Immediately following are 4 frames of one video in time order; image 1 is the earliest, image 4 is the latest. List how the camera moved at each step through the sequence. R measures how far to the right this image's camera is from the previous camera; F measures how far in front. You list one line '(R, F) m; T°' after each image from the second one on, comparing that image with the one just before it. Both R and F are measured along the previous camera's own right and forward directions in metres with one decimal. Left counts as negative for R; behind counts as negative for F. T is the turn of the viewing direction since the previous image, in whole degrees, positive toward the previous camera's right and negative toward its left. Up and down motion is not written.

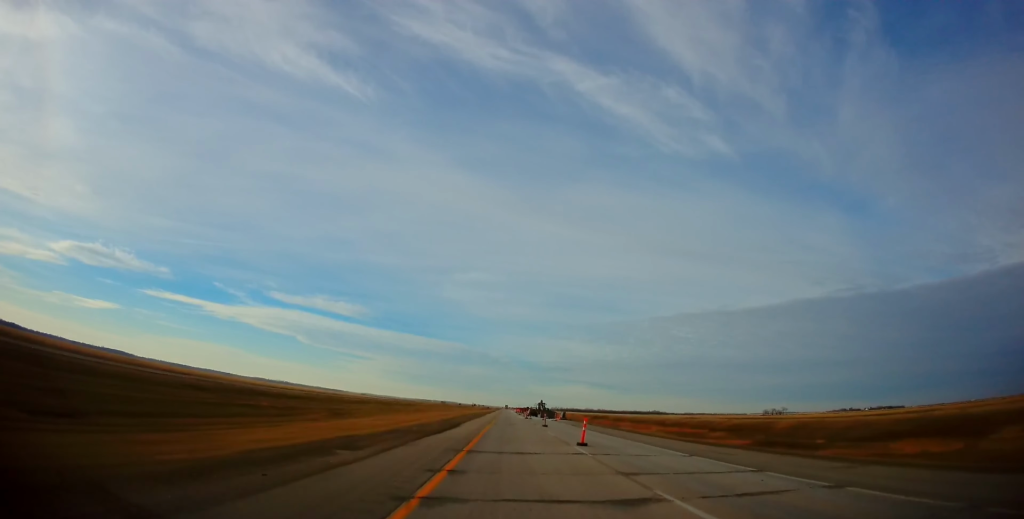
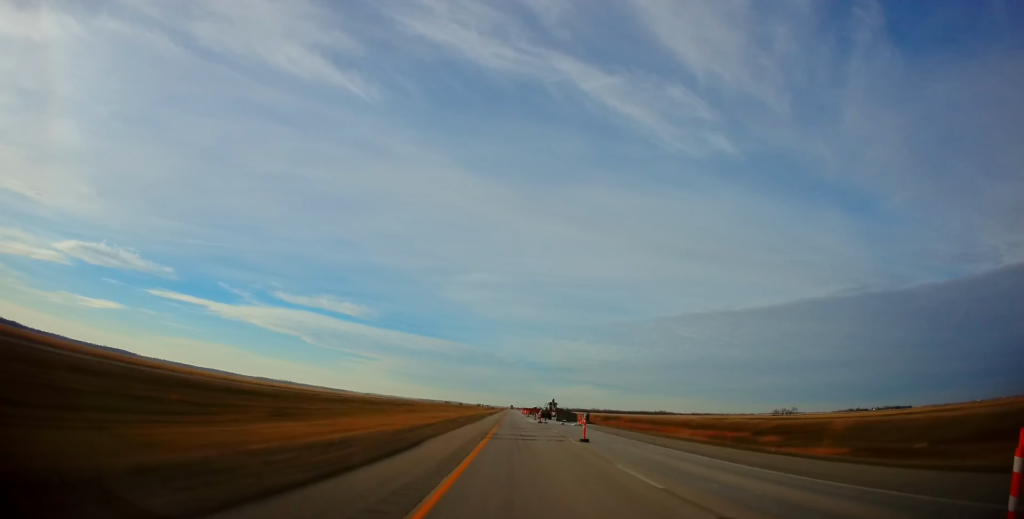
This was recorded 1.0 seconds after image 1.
(-0.4, +19.7) m; -2°
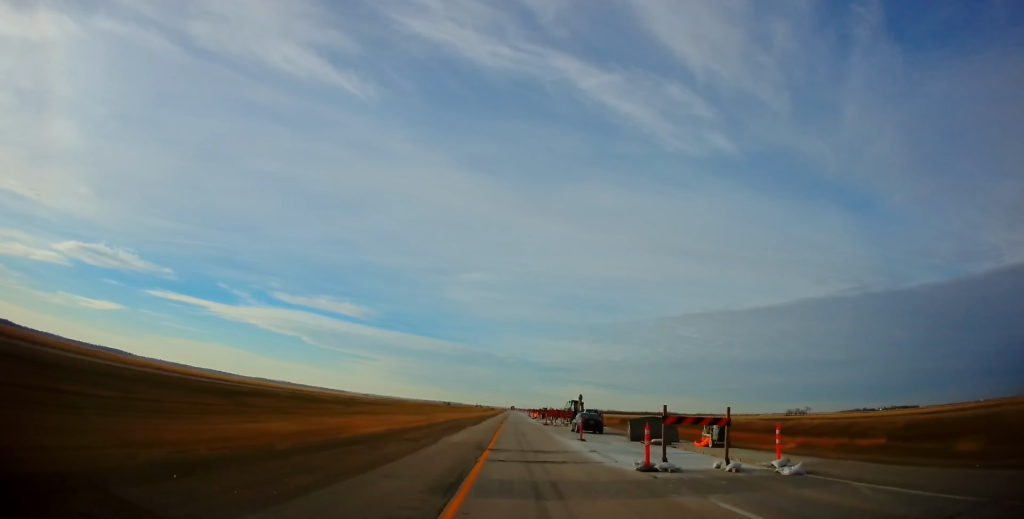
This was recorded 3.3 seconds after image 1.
(+0.1, +42.8) m; +1°
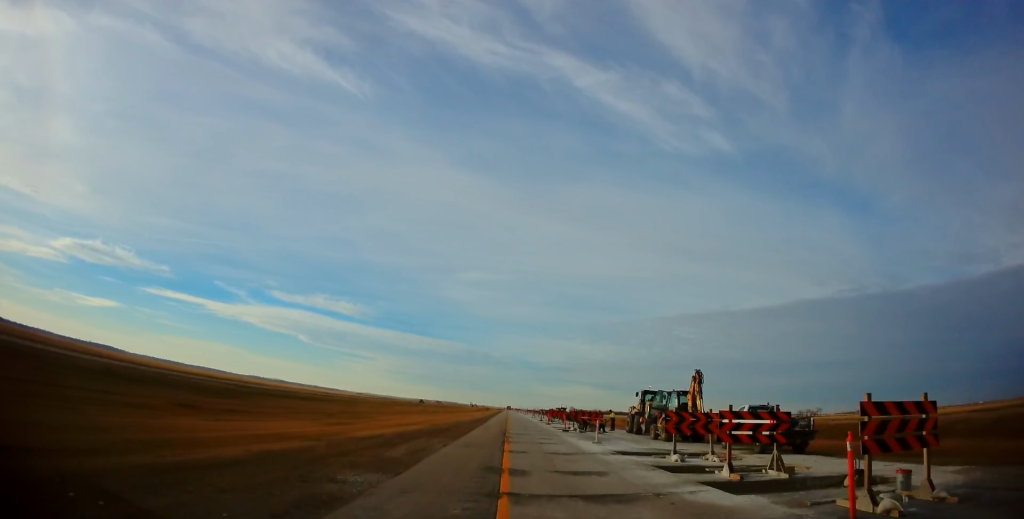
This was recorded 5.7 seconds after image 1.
(+0.1, +46.1) m; +1°
